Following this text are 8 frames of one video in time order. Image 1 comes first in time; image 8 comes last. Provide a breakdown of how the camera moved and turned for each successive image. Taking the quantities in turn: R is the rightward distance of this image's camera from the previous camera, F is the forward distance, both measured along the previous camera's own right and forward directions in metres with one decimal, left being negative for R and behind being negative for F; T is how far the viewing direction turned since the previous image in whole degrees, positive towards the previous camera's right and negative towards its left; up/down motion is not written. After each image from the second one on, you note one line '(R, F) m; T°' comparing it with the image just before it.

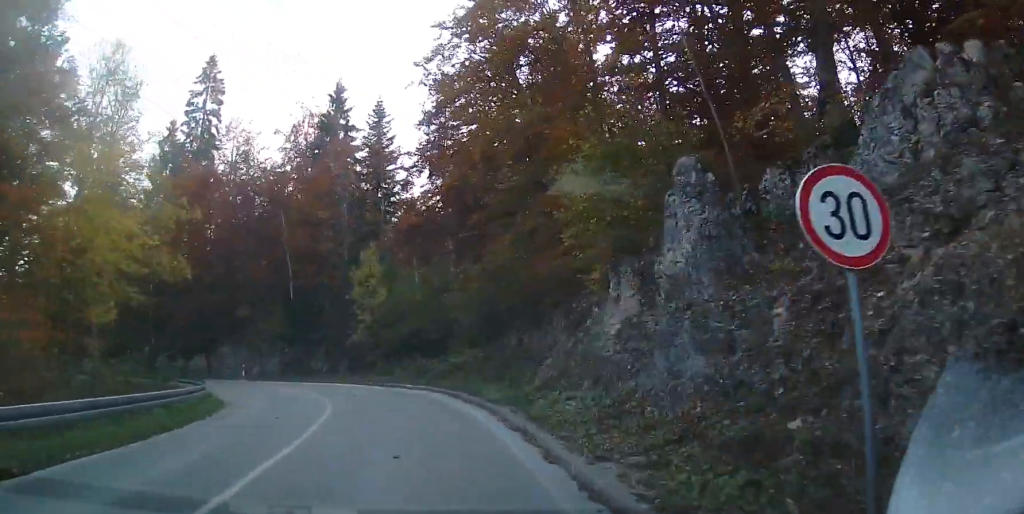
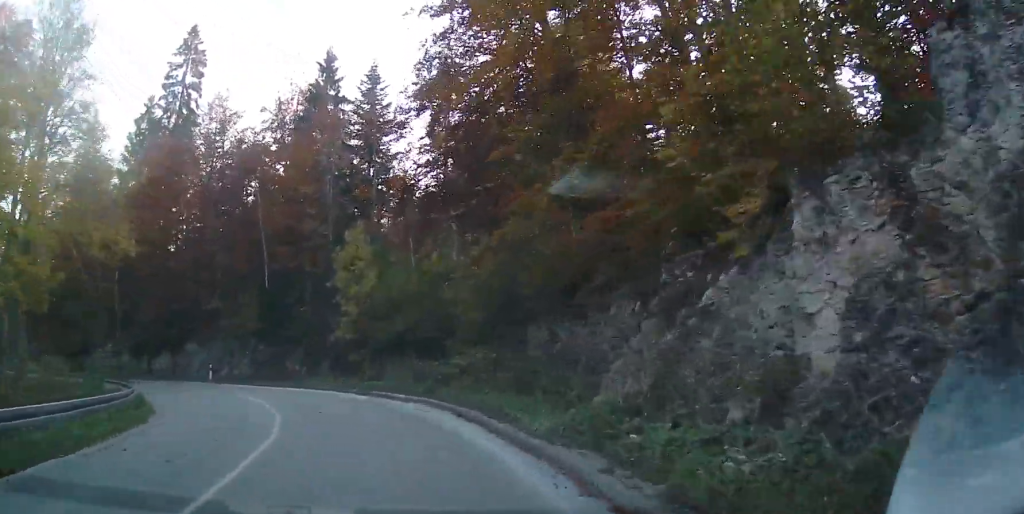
(0.0, +6.4) m; -1°
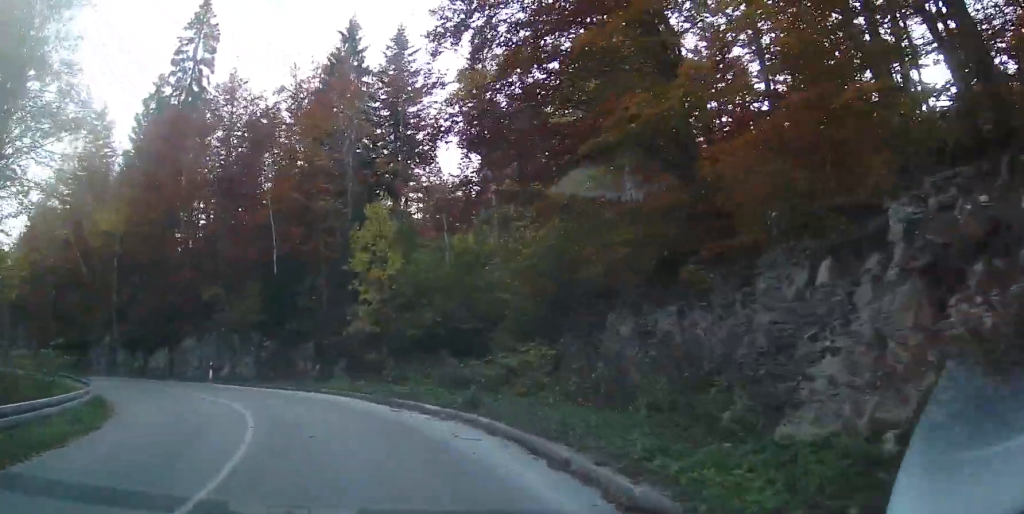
(-0.1, +5.1) m; -2°
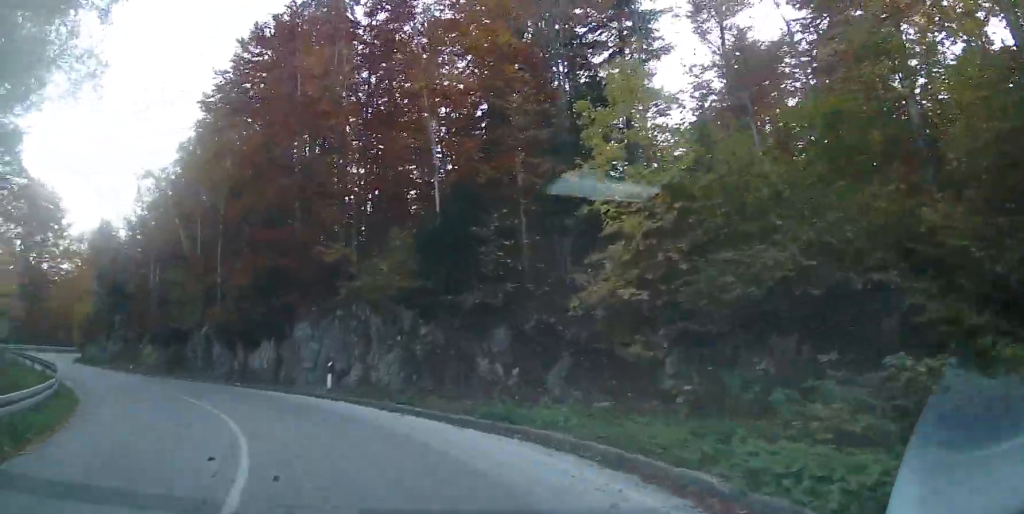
(-0.8, +13.0) m; -16°
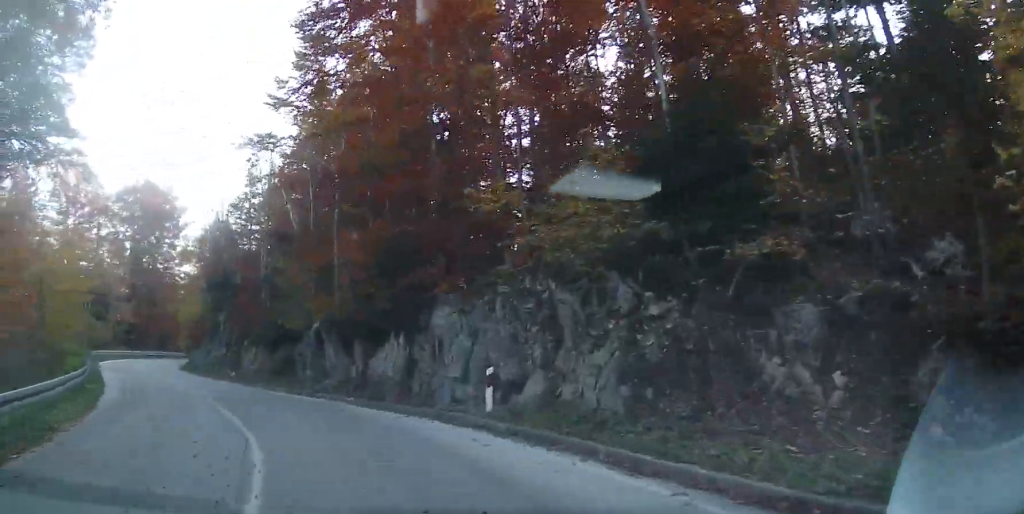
(-1.3, +7.2) m; -19°
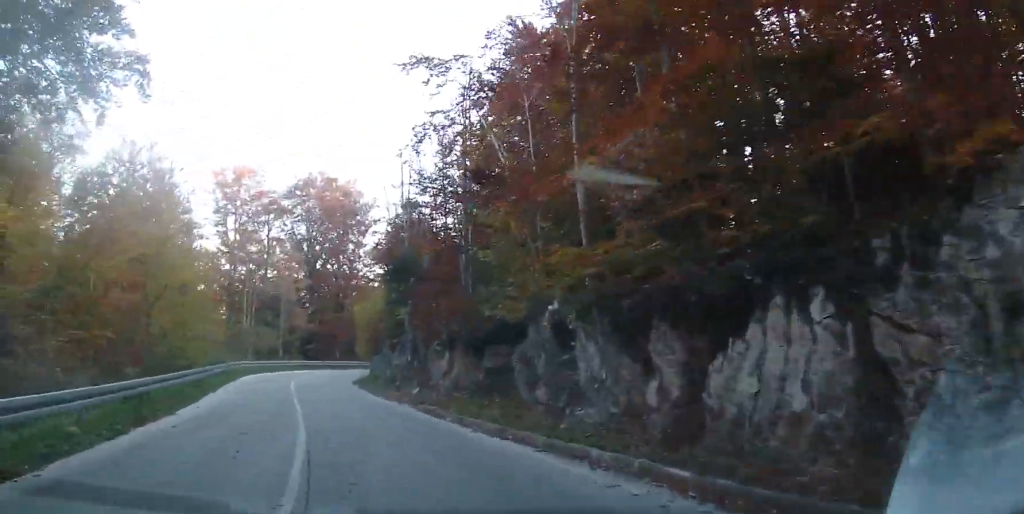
(-2.2, +9.8) m; -14°
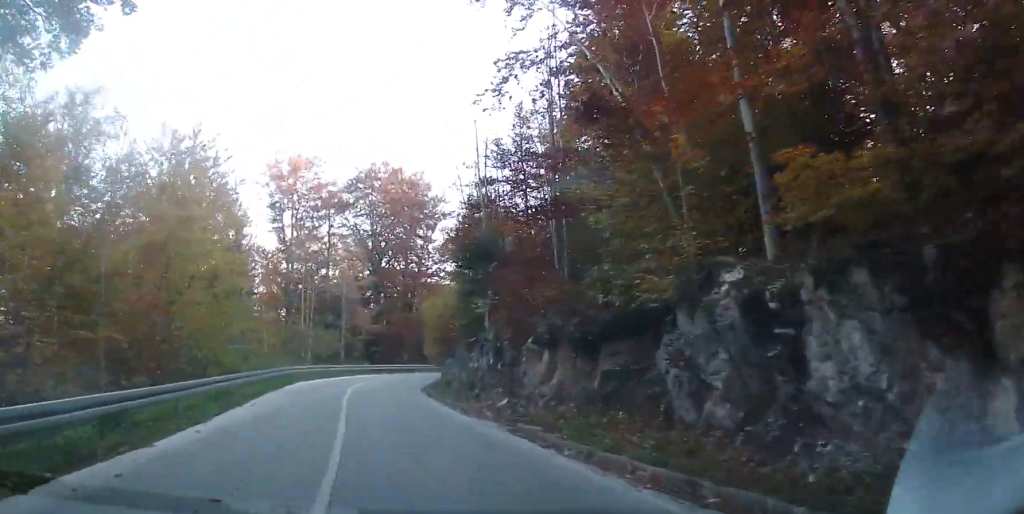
(-0.1, +4.7) m; -2°
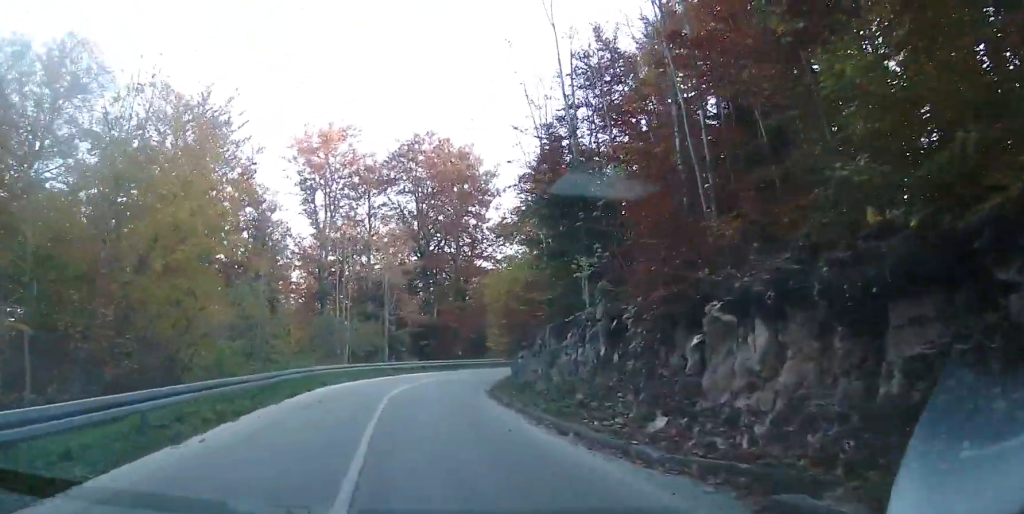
(+0.2, +7.2) m; -2°
